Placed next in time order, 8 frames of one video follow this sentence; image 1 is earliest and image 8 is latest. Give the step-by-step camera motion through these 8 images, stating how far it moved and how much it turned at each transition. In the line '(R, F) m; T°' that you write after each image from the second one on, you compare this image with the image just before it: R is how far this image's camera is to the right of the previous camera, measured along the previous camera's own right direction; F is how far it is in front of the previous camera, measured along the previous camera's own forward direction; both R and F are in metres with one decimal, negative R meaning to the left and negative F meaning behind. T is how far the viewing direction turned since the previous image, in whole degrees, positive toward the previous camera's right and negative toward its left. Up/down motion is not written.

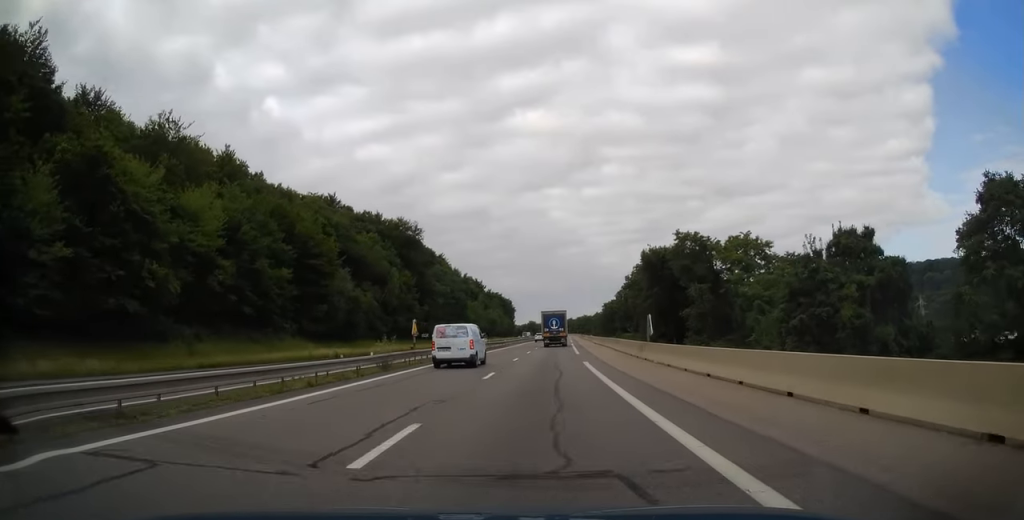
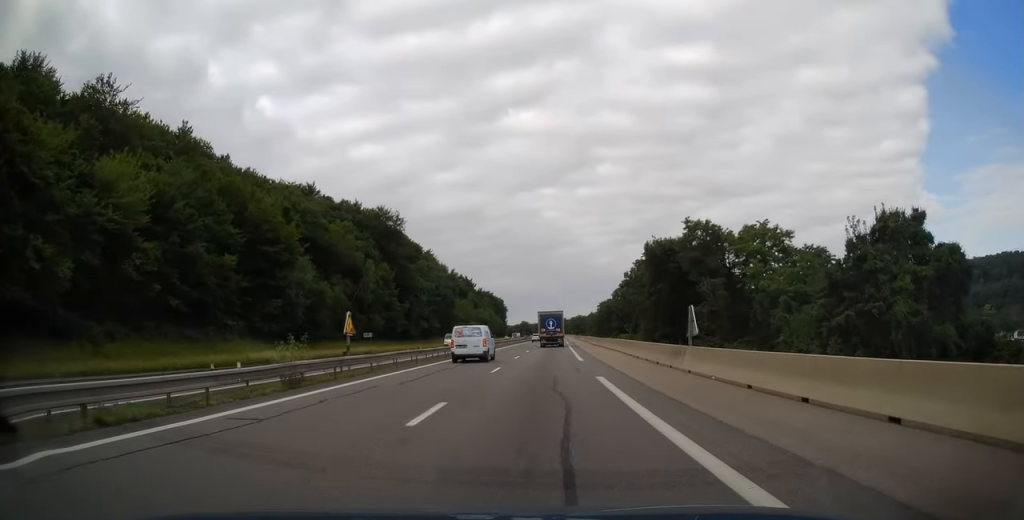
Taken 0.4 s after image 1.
(+0.2, +10.0) m; +1°
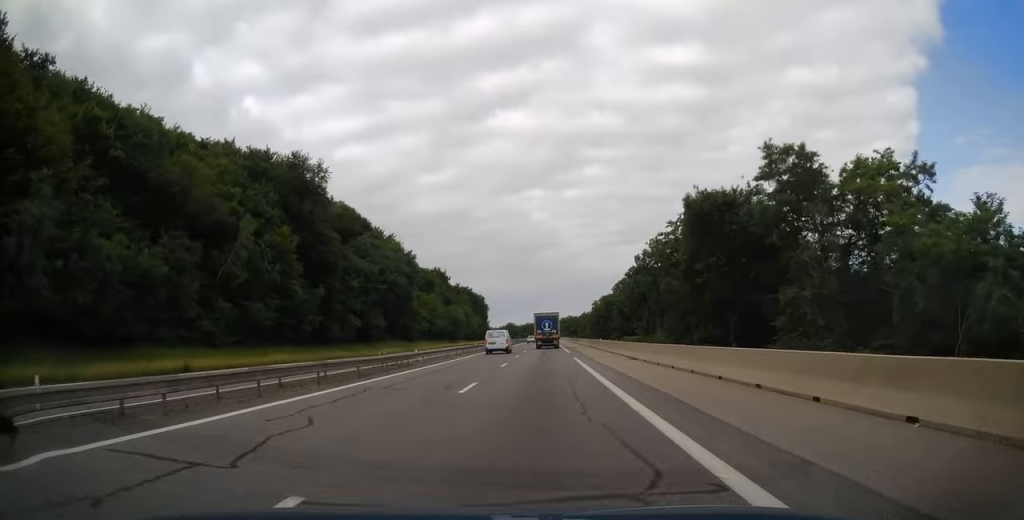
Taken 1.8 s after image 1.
(+0.5, +33.6) m; +1°
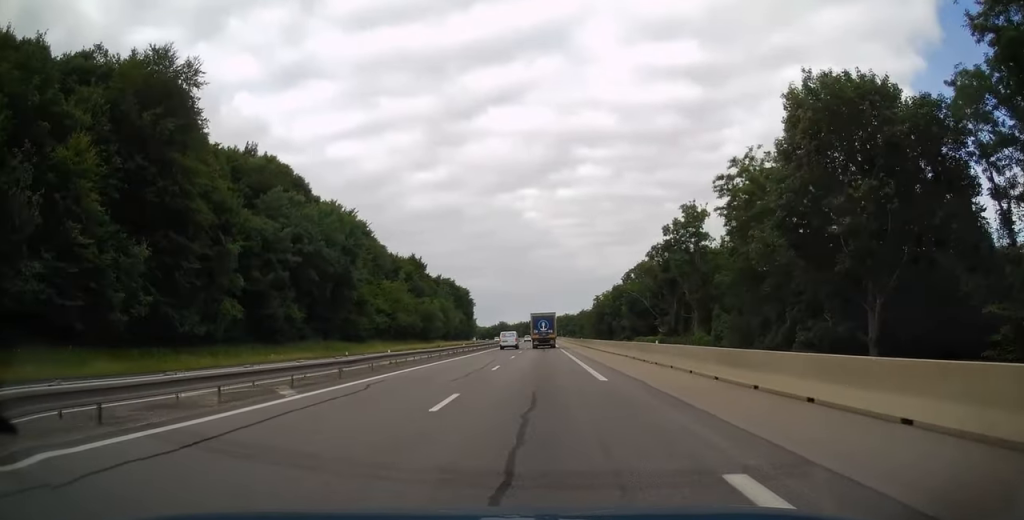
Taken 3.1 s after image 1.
(+0.1, +29.9) m; +1°
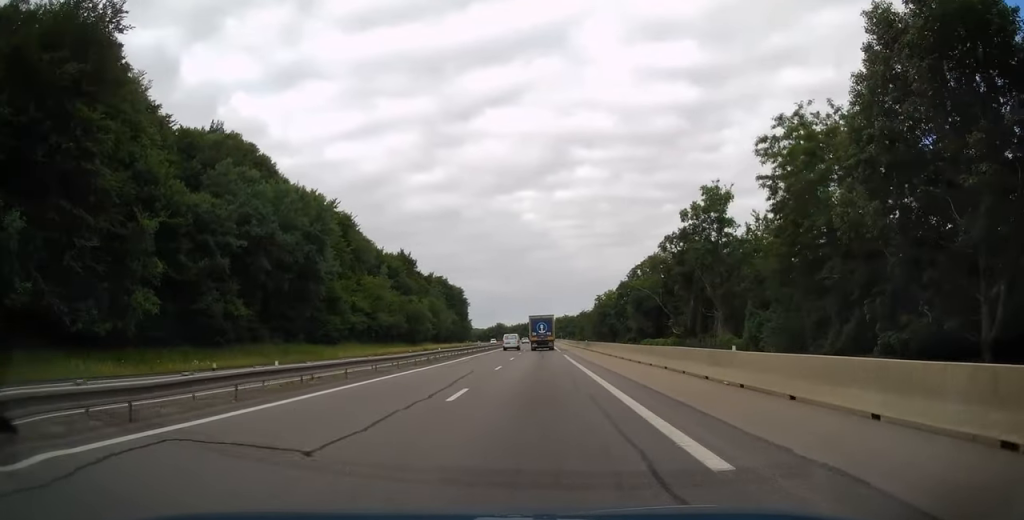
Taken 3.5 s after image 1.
(+0.2, +11.1) m; 0°
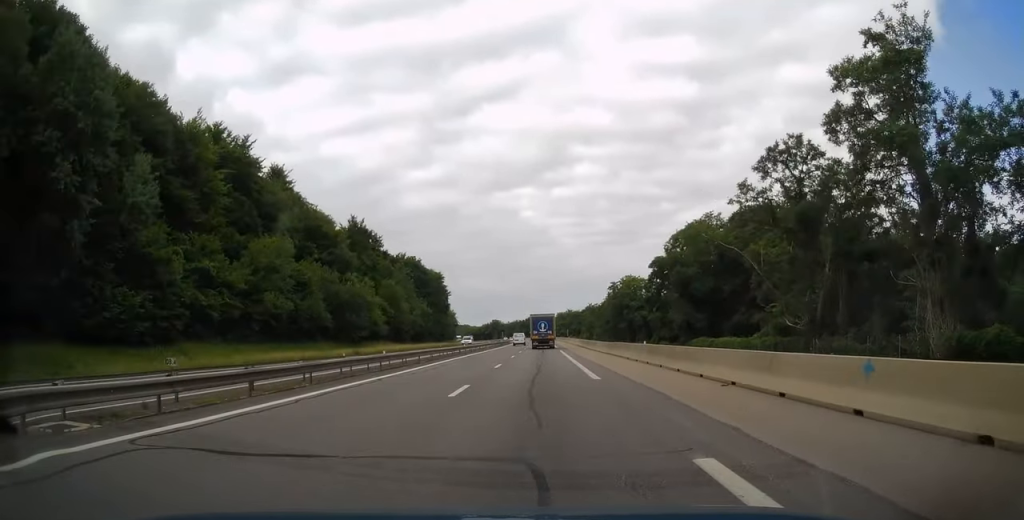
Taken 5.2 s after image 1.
(+0.3, +38.4) m; 0°
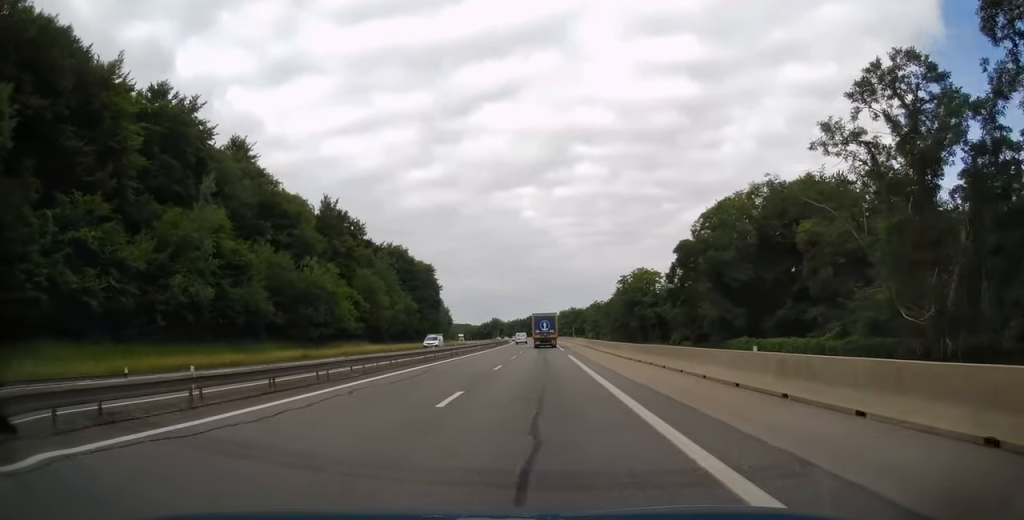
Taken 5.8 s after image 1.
(0.0, +15.0) m; 0°
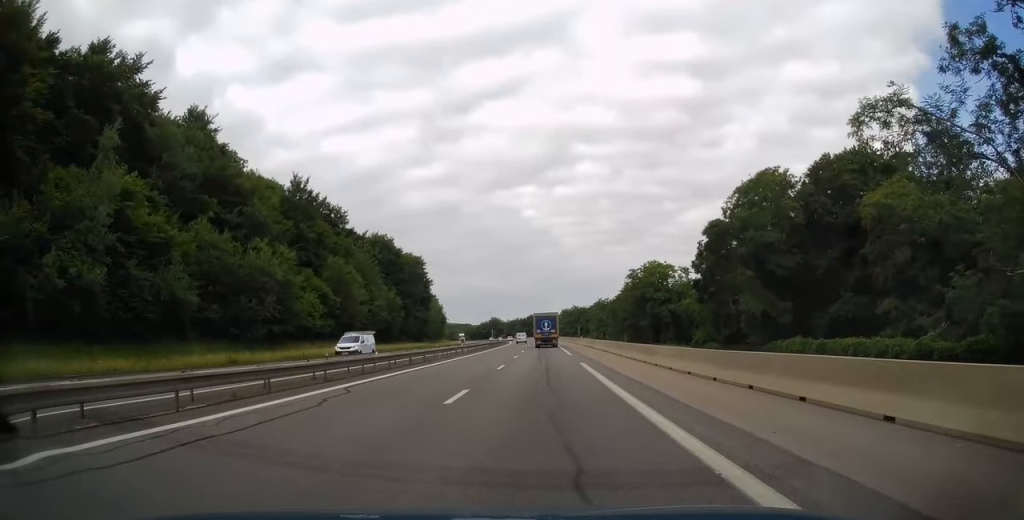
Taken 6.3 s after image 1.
(0.0, +12.6) m; 0°
